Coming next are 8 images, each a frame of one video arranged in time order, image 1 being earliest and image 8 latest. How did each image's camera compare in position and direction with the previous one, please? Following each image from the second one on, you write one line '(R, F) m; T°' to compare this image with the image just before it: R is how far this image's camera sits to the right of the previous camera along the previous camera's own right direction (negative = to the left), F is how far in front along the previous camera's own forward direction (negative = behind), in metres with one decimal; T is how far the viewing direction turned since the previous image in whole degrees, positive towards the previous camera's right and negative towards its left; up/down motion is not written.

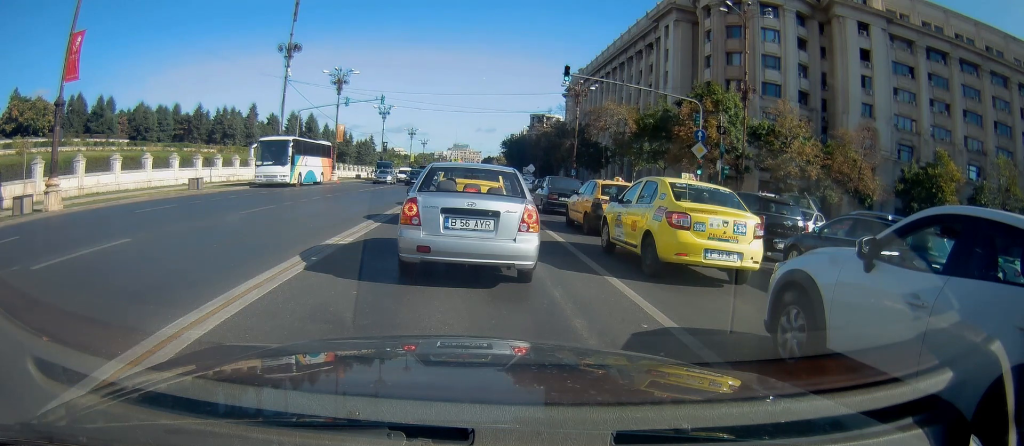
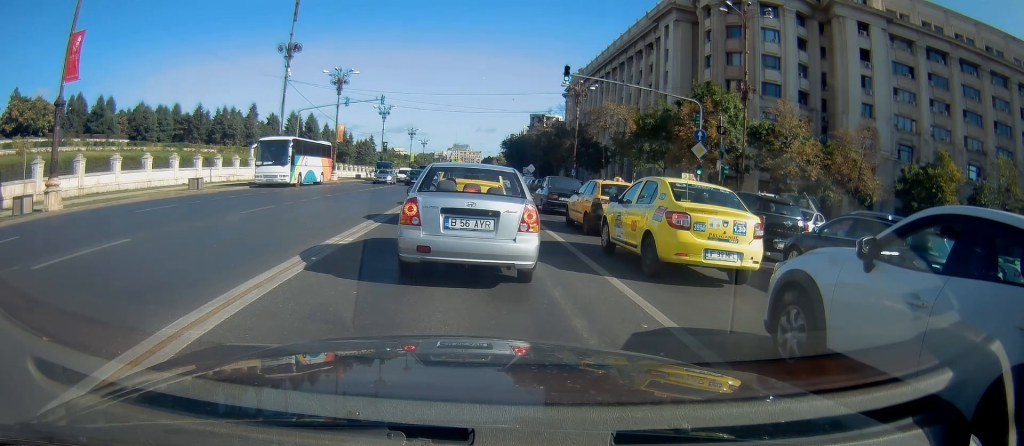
(0.0, 0.0) m; 0°
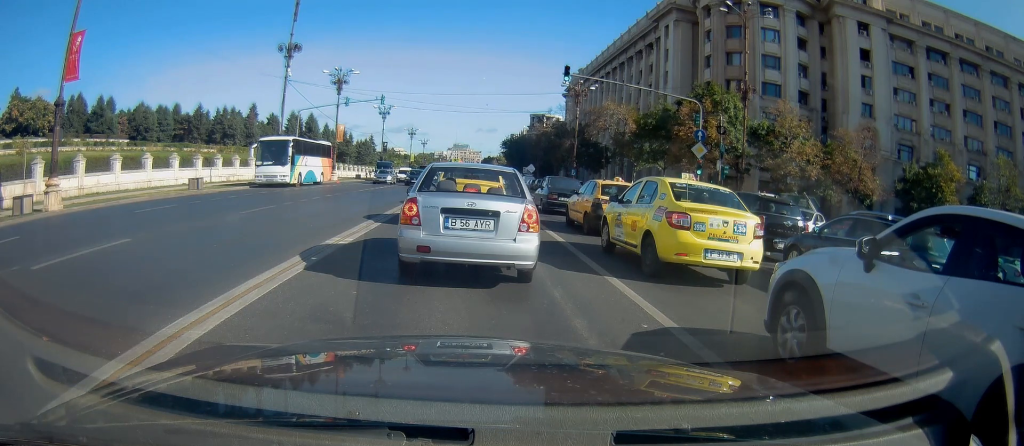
(0.0, 0.0) m; 0°
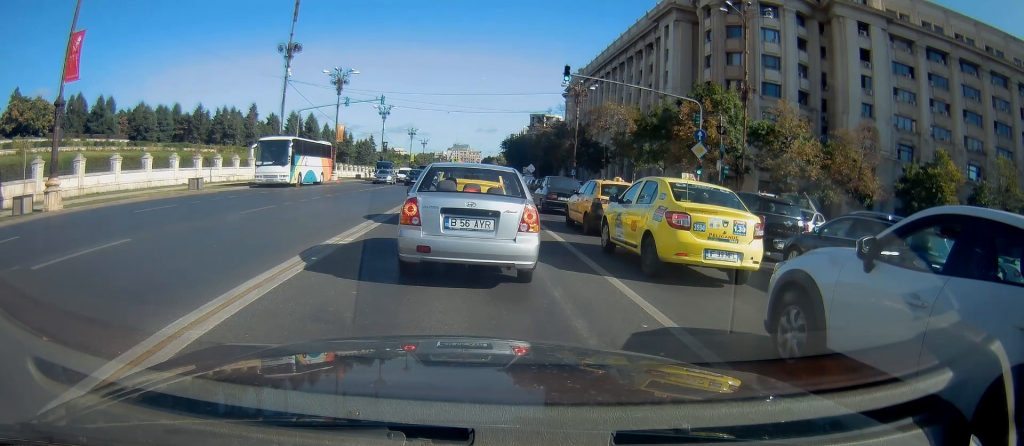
(0.0, 0.0) m; 0°
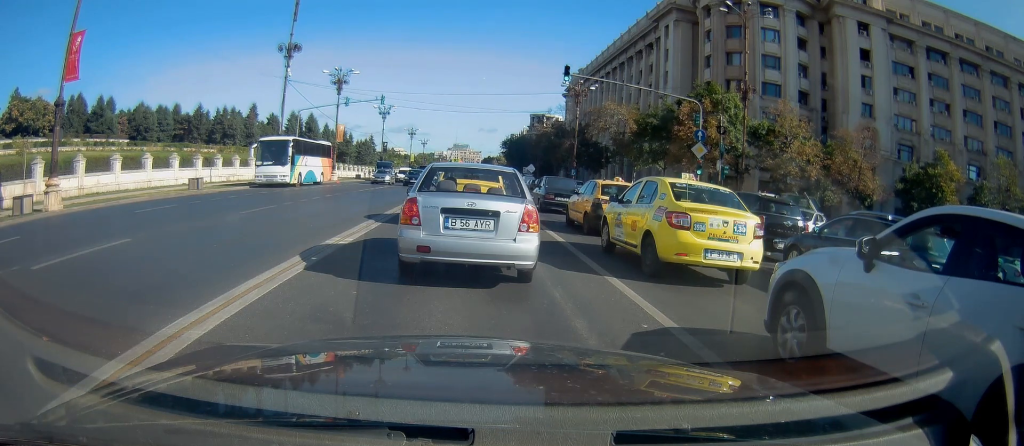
(0.0, 0.0) m; 0°
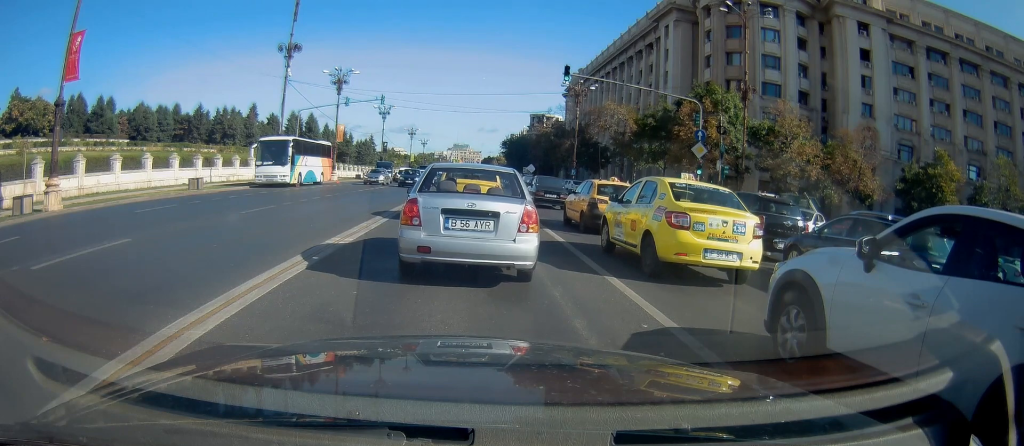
(0.0, 0.0) m; 0°
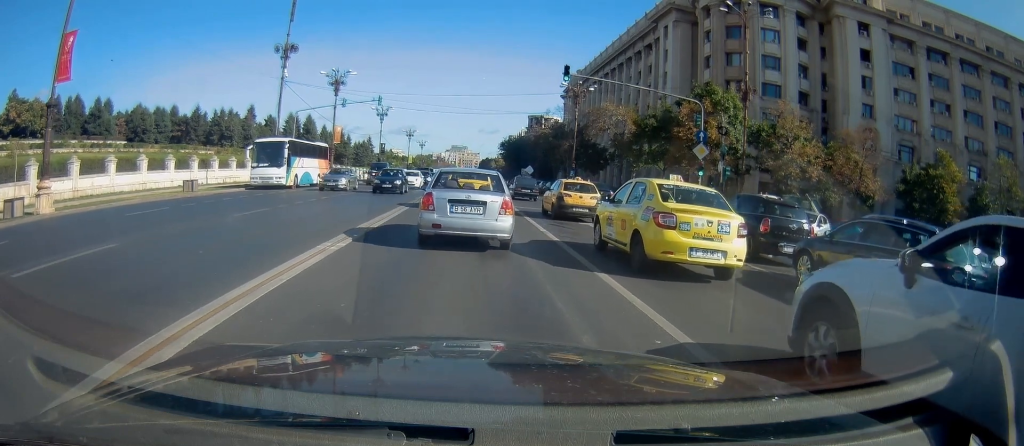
(0.0, +0.8) m; 0°
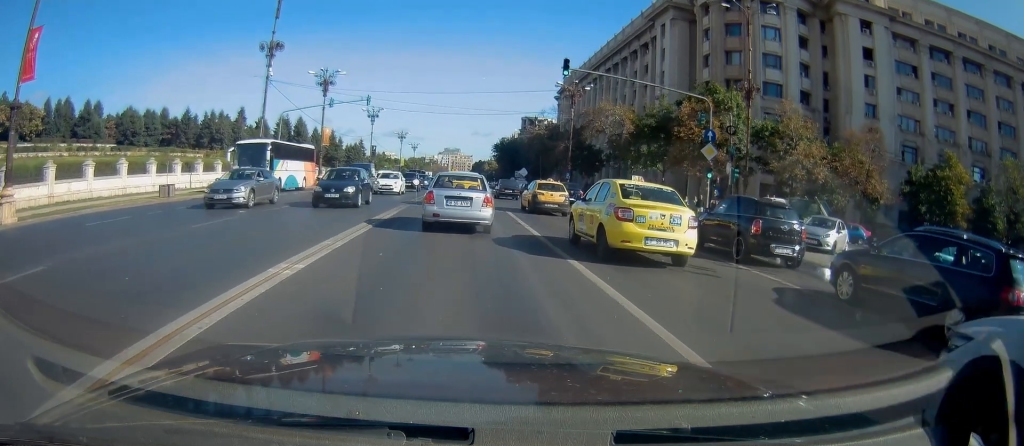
(0.0, +1.3) m; 0°
